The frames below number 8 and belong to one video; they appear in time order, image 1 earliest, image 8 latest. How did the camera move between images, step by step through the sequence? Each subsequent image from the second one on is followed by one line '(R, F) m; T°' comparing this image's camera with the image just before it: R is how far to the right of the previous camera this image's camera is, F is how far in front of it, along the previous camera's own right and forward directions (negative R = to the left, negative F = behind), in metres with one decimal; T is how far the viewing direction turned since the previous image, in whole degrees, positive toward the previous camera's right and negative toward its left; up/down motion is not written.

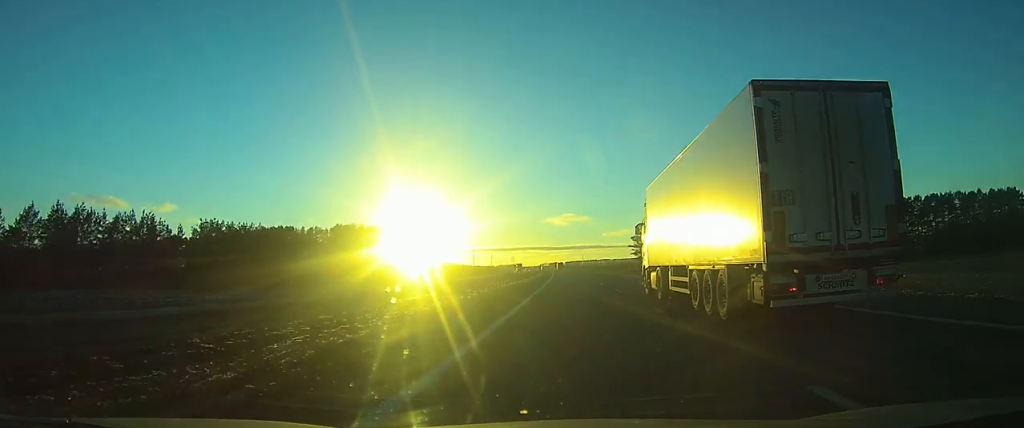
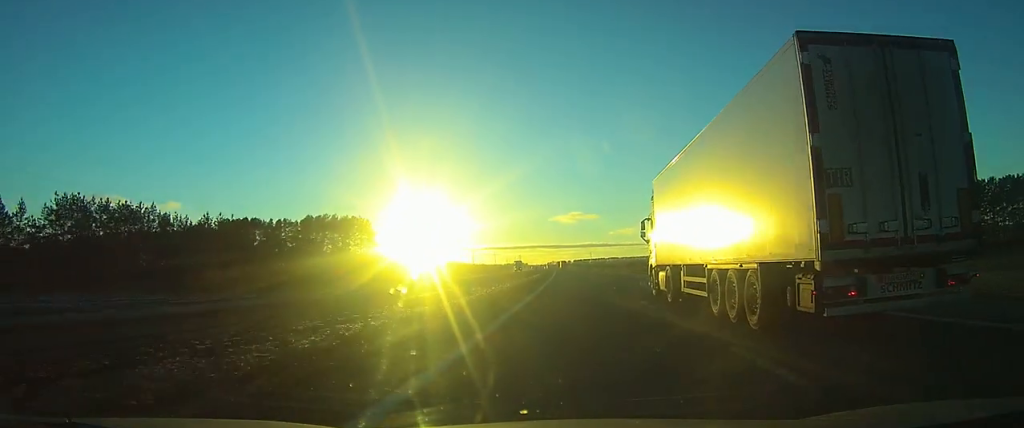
(-0.1, +33.1) m; -1°
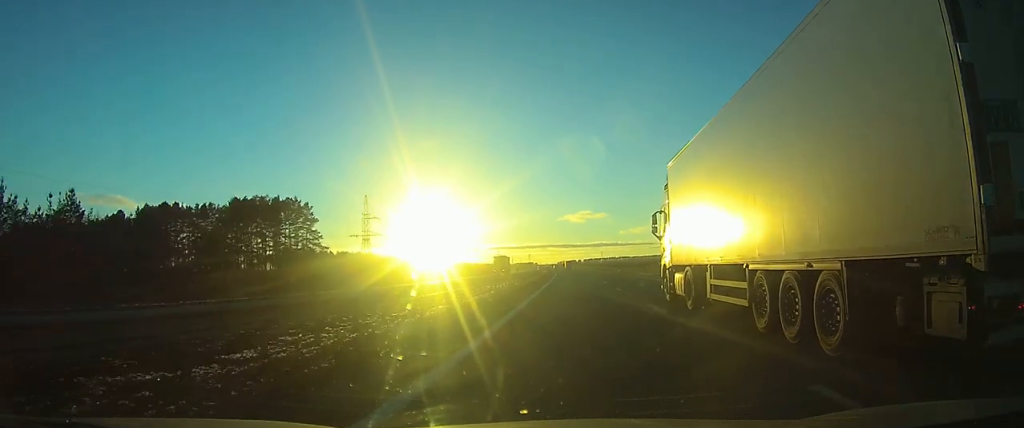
(-0.4, +52.5) m; -1°
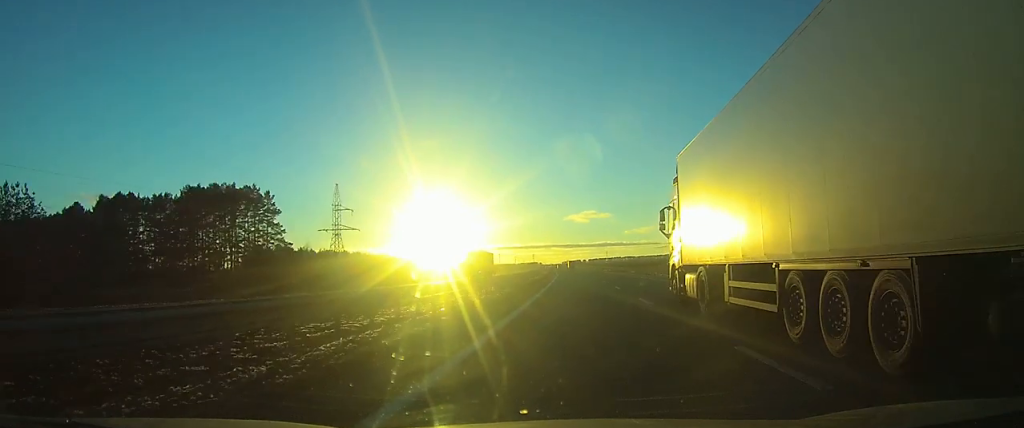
(-0.2, +21.8) m; 0°
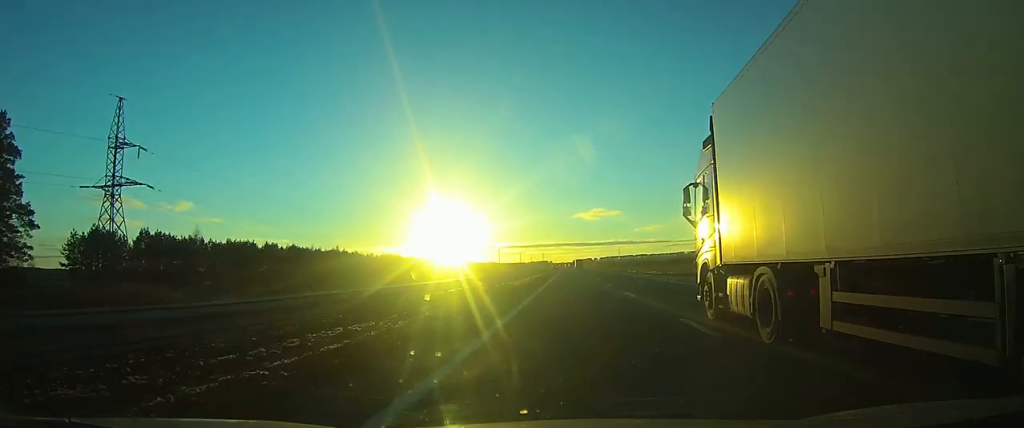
(-0.5, +67.5) m; -1°
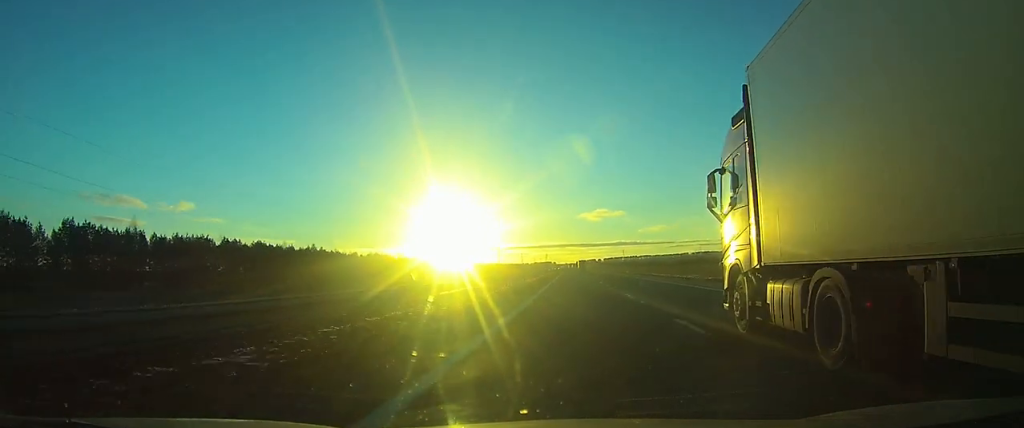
(-0.1, +22.4) m; 0°
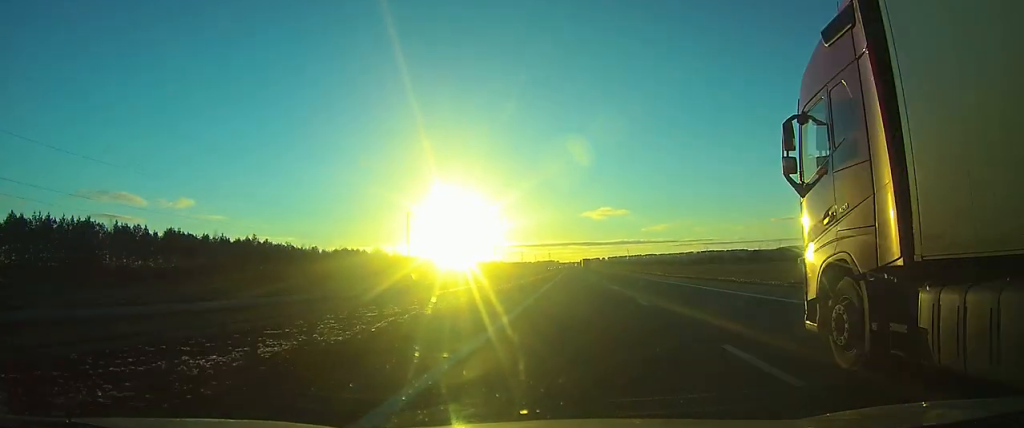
(-0.1, +38.0) m; 0°
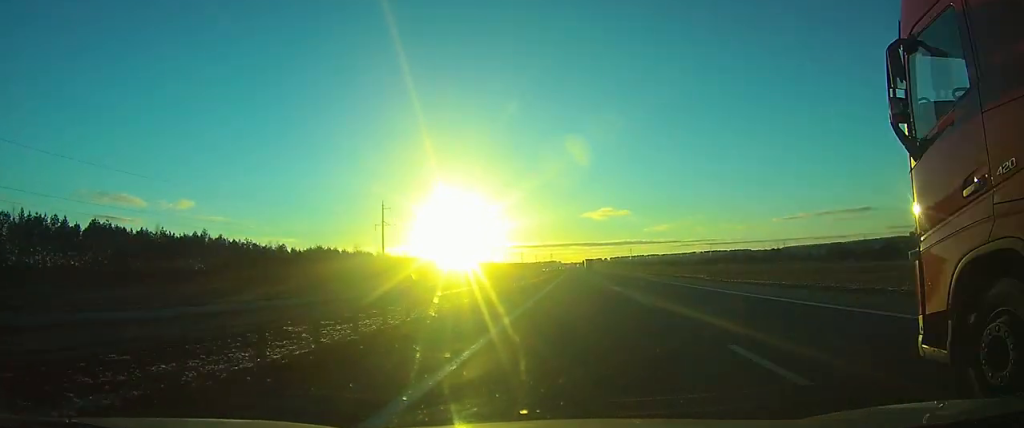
(-0.1, +22.6) m; 0°
